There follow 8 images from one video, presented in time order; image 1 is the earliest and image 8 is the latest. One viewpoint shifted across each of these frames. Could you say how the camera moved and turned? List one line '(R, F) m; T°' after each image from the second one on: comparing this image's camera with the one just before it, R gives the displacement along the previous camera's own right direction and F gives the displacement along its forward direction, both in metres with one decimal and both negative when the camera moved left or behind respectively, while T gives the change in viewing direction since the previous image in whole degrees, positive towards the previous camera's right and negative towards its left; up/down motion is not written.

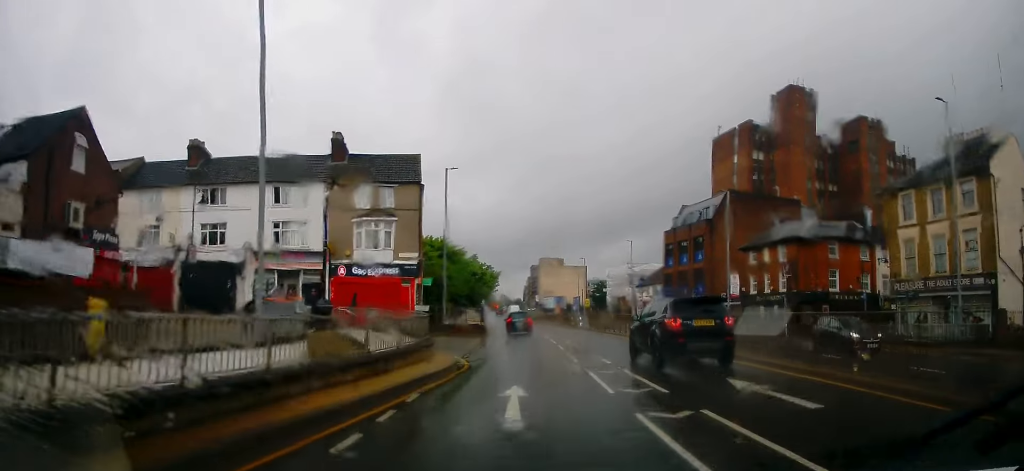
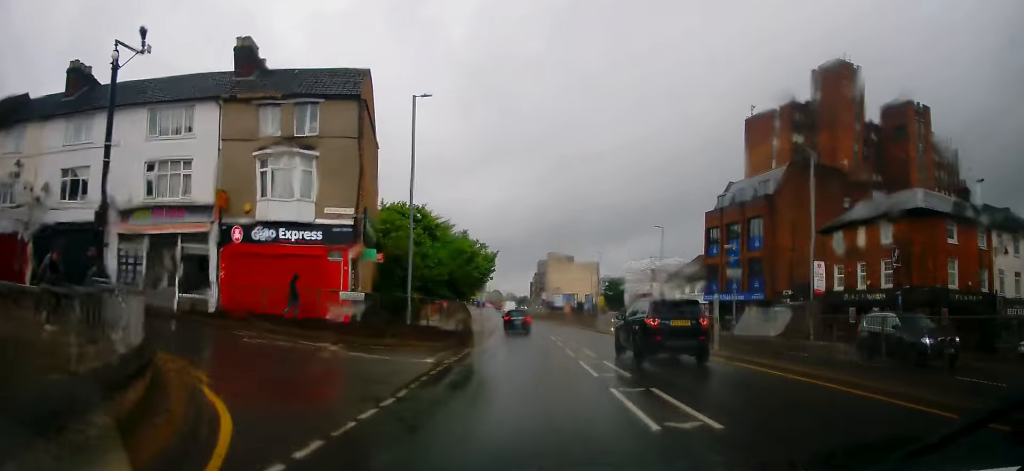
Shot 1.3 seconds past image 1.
(+0.1, +14.3) m; -1°
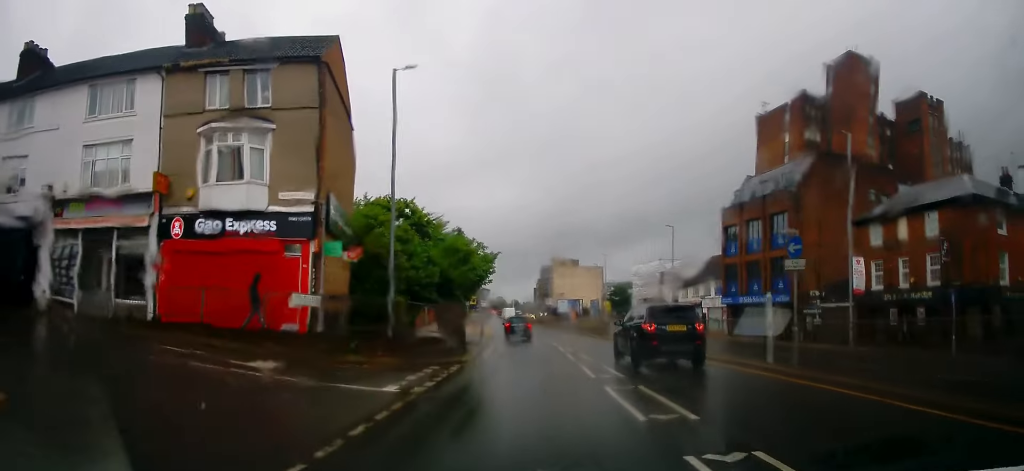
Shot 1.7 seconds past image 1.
(0.0, +4.4) m; -1°
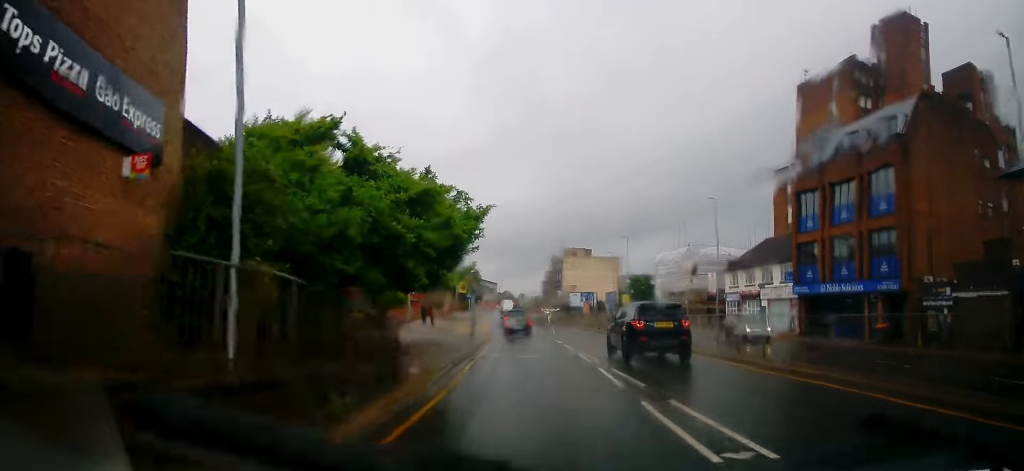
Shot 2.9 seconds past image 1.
(-0.3, +13.7) m; -1°
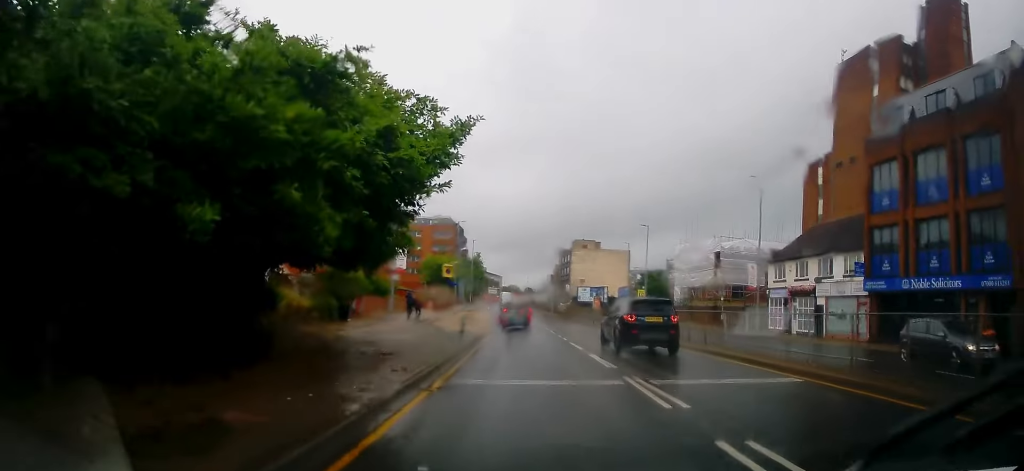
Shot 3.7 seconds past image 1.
(0.0, +8.8) m; 0°
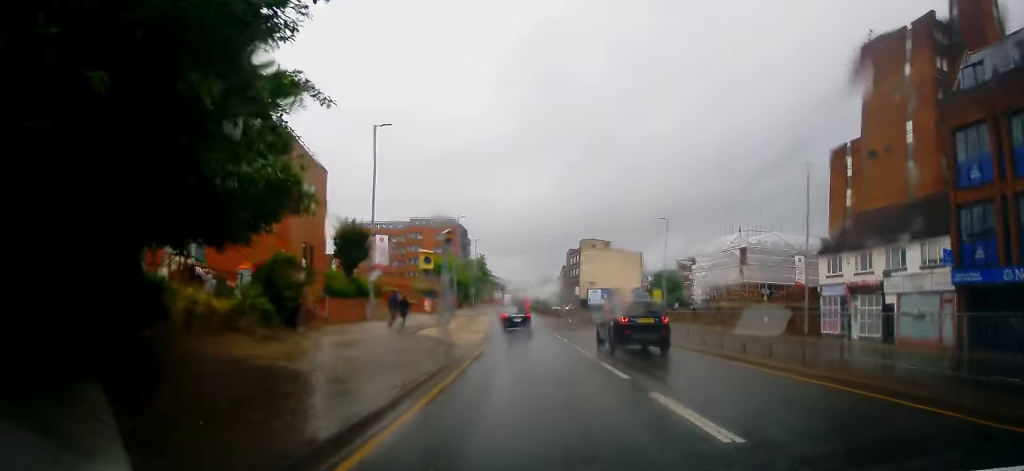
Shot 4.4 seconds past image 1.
(0.0, +7.6) m; -1°
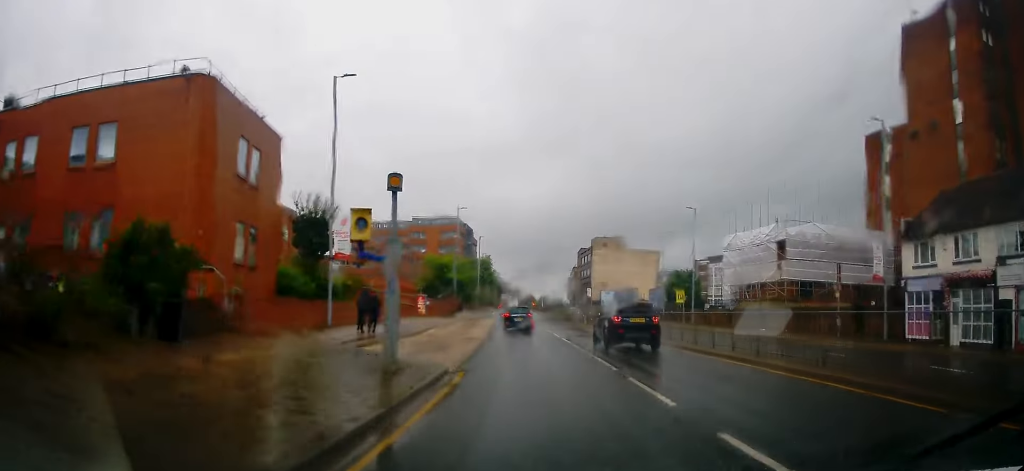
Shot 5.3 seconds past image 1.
(-0.1, +9.0) m; -2°
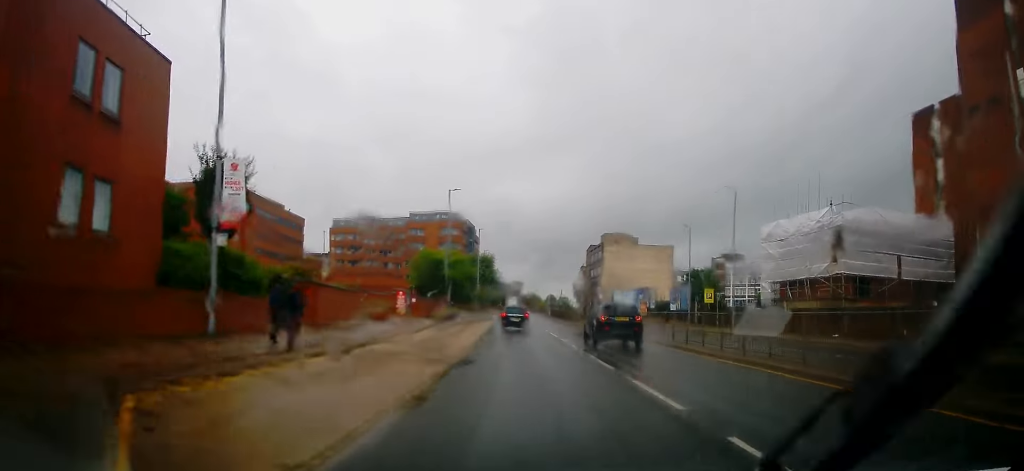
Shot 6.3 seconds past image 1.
(-0.2, +11.0) m; 0°
